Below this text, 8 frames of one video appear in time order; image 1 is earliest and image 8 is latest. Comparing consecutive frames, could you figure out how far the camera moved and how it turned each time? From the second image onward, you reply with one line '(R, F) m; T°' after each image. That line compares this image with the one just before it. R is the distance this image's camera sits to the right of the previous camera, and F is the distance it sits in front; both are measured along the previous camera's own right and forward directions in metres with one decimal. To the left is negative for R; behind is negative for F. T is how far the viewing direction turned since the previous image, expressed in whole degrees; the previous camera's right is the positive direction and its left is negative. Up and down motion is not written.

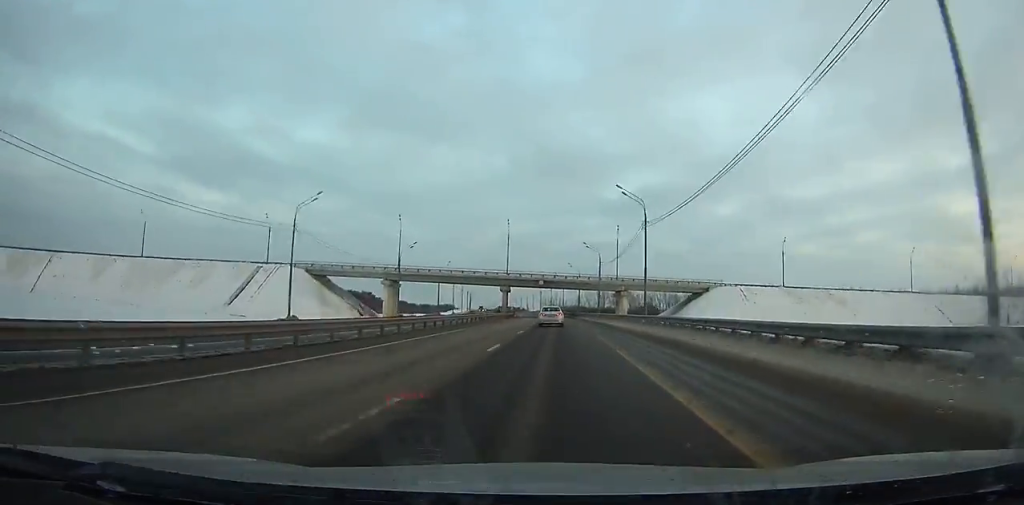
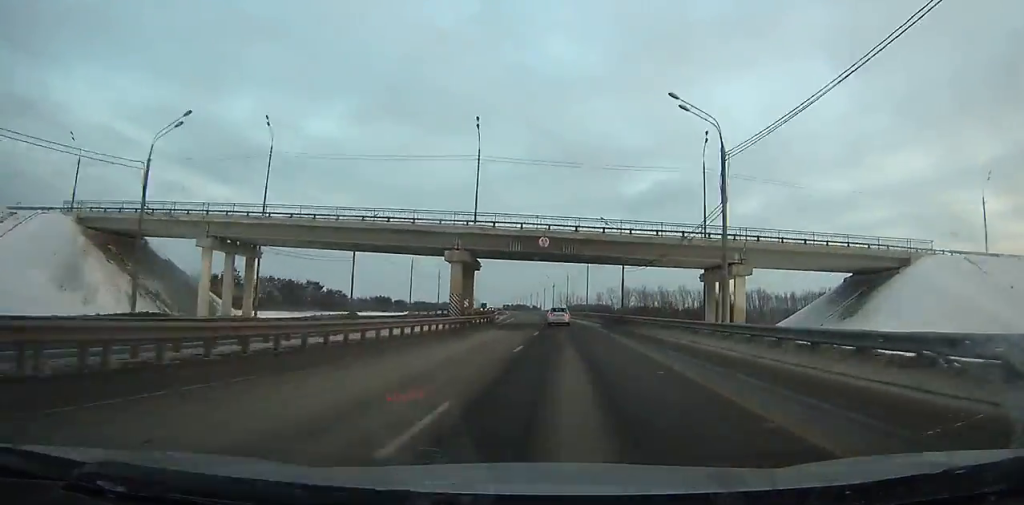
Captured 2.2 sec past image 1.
(-1.0, +59.6) m; -2°
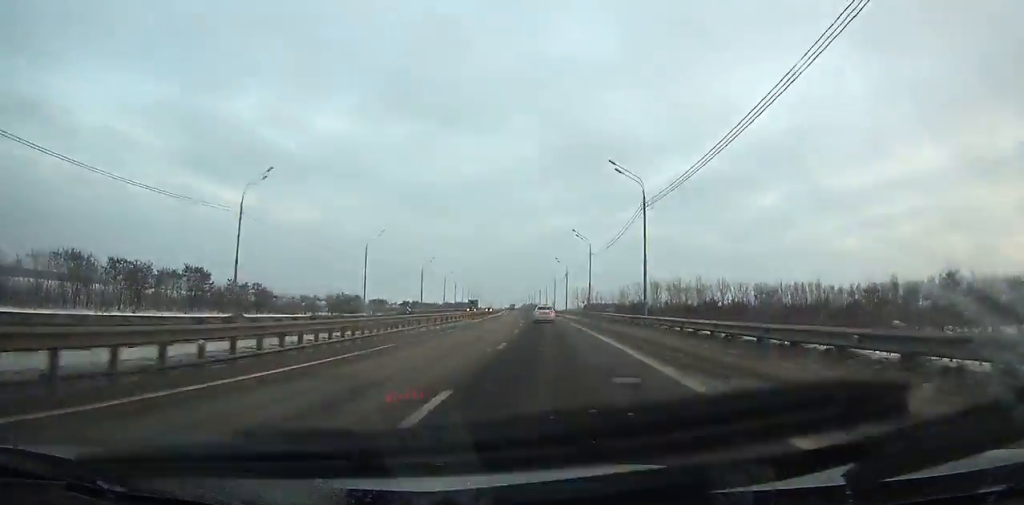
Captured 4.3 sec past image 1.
(-0.6, +57.4) m; -2°
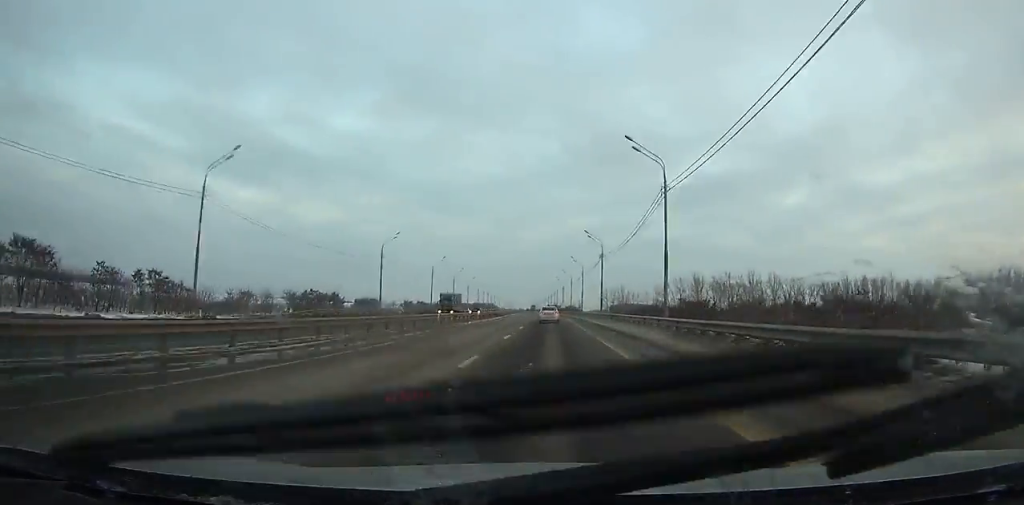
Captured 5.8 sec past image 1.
(-1.0, +41.5) m; -2°
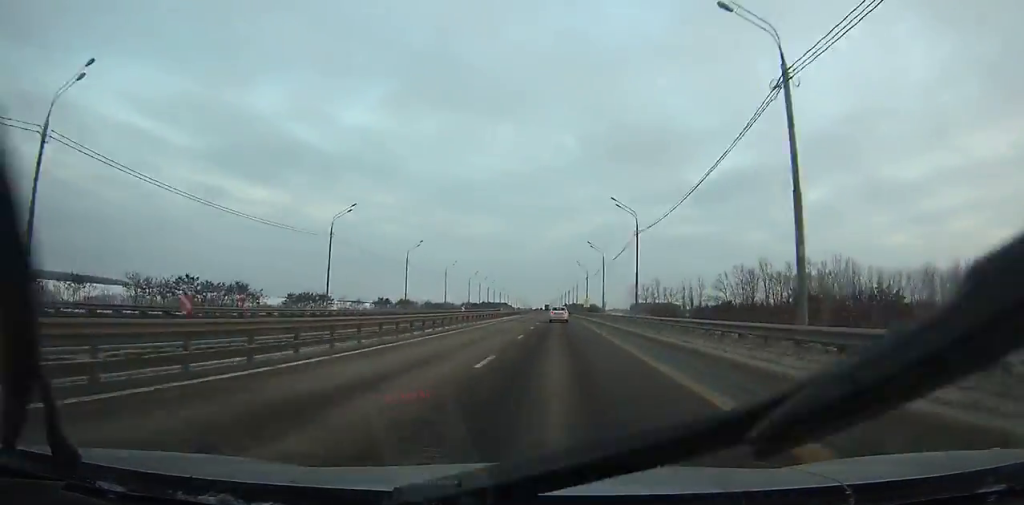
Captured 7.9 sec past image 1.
(-1.1, +58.8) m; -1°
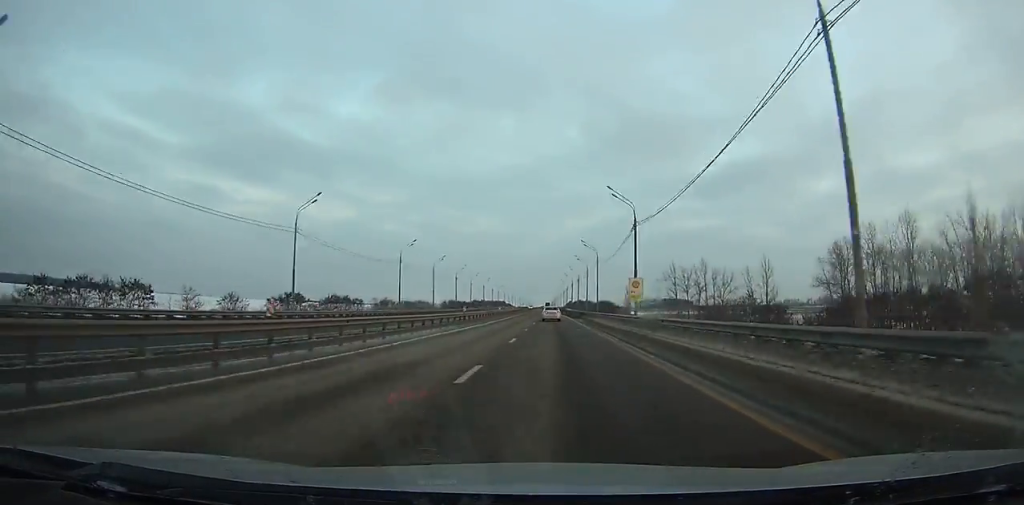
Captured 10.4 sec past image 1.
(-0.8, +71.1) m; -1°
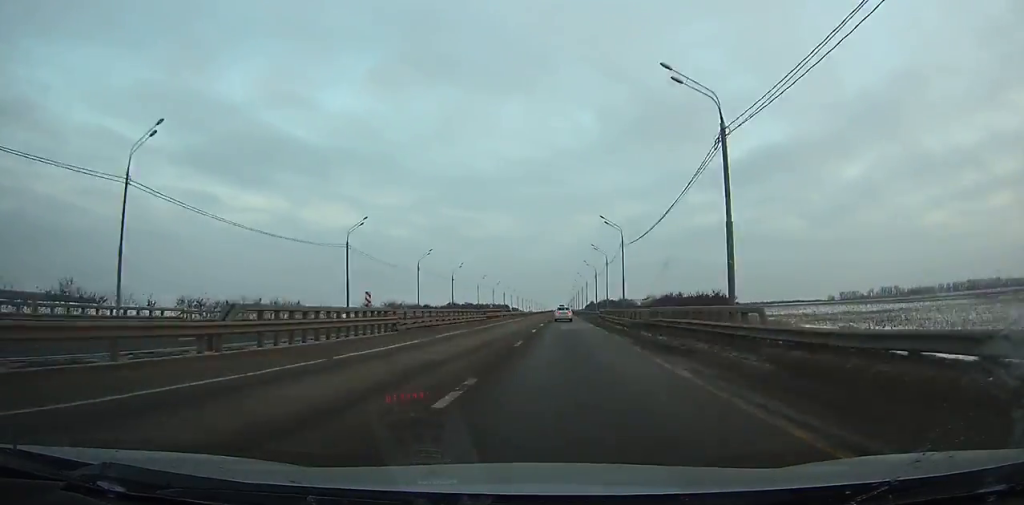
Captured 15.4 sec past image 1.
(-1.1, +145.2) m; 0°
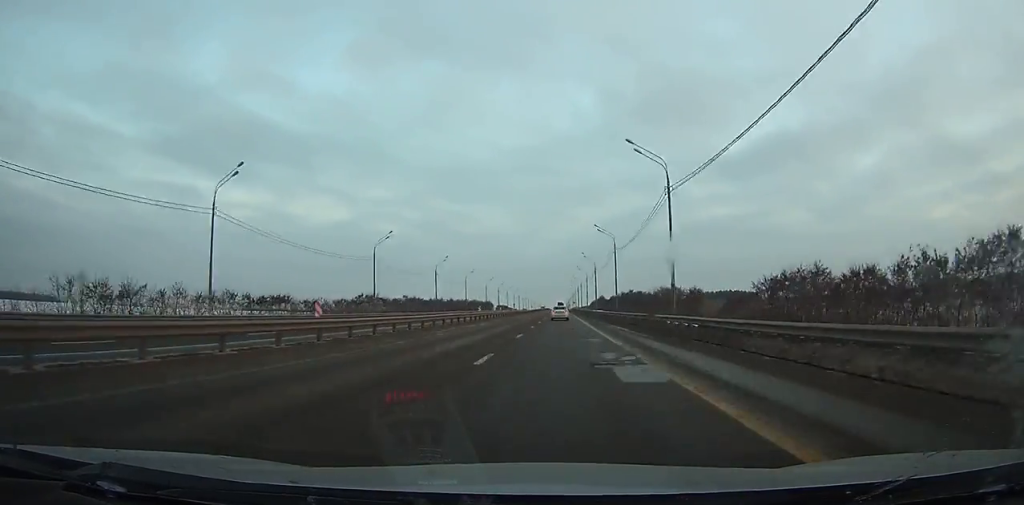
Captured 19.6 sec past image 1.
(+0.4, +123.9) m; 0°
